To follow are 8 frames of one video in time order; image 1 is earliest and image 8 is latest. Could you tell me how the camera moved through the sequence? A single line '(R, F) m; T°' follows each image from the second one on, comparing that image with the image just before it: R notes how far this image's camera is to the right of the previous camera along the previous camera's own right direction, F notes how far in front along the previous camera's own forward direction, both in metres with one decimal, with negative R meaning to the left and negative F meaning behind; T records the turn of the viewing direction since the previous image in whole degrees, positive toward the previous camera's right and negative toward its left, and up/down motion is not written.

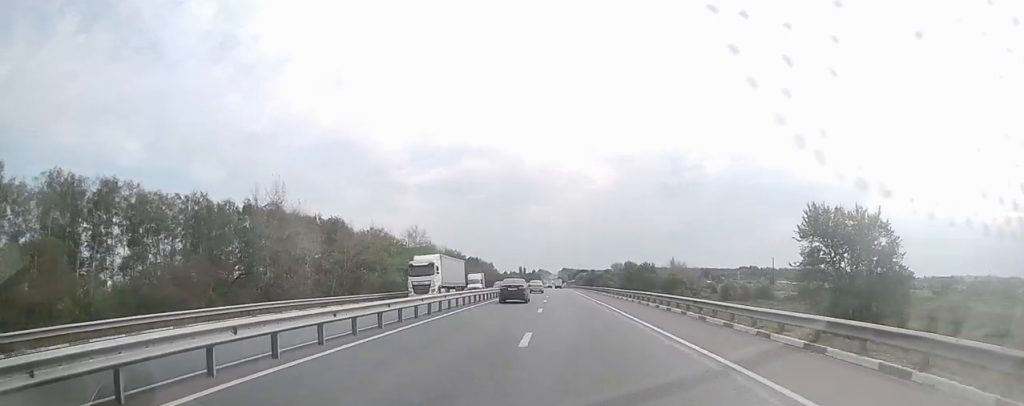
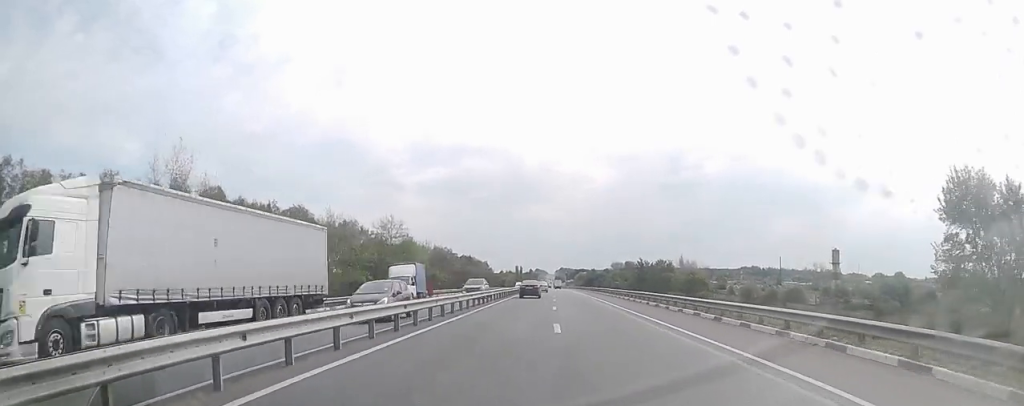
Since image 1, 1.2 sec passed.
(+0.2, +20.9) m; +1°
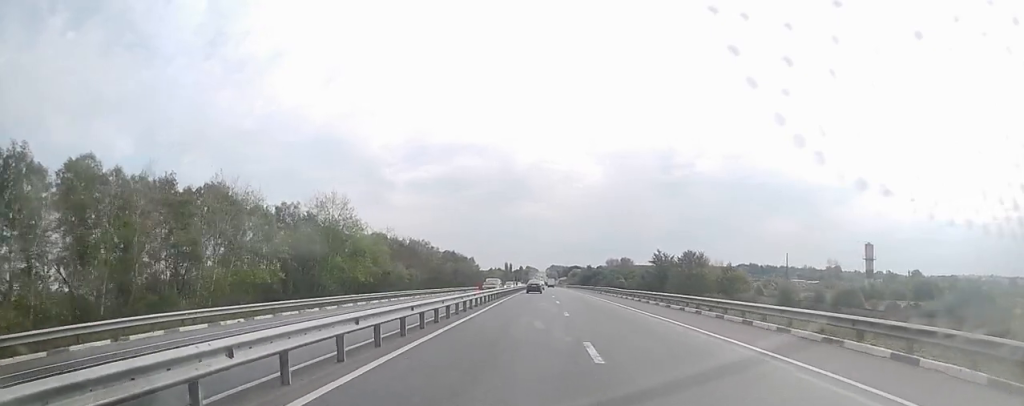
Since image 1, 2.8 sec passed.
(-0.2, +29.3) m; 0°
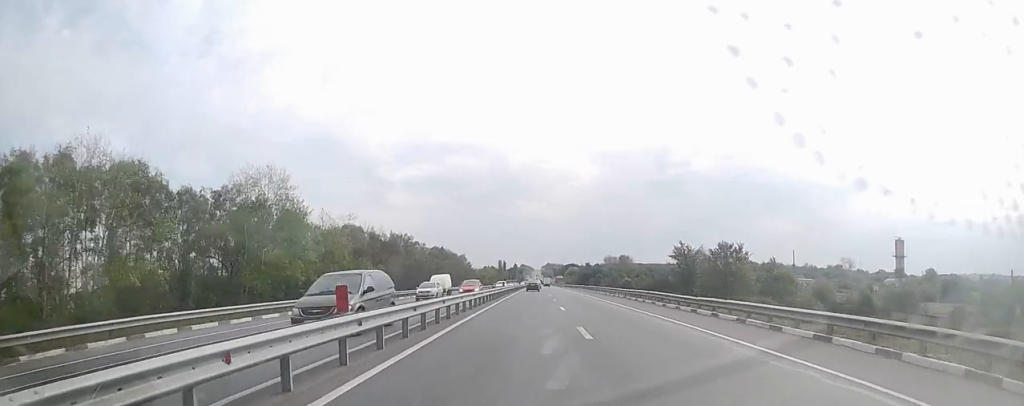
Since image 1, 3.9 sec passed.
(+0.5, +20.2) m; +1°
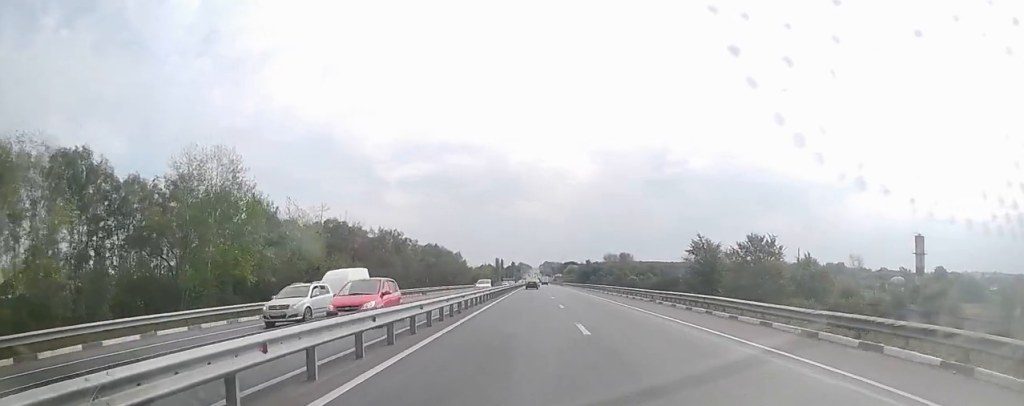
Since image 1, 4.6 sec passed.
(-0.3, +11.2) m; 0°
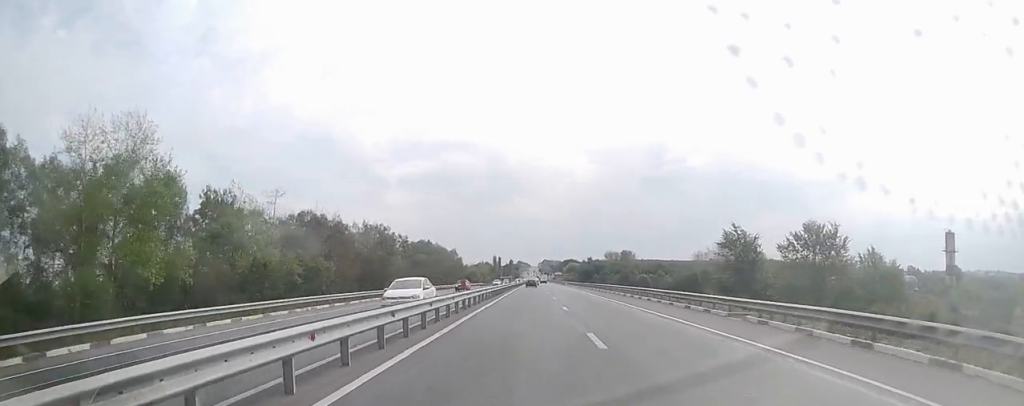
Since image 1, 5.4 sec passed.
(+0.4, +14.8) m; +1°
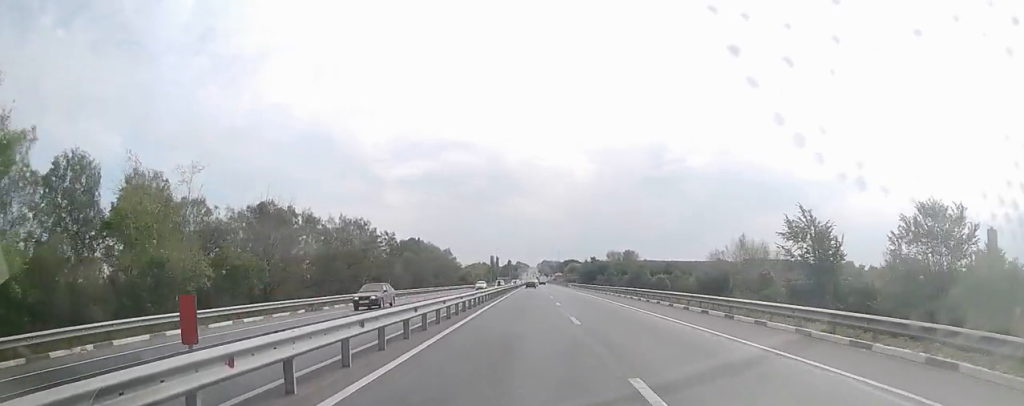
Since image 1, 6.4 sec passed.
(-0.1, +18.2) m; -1°
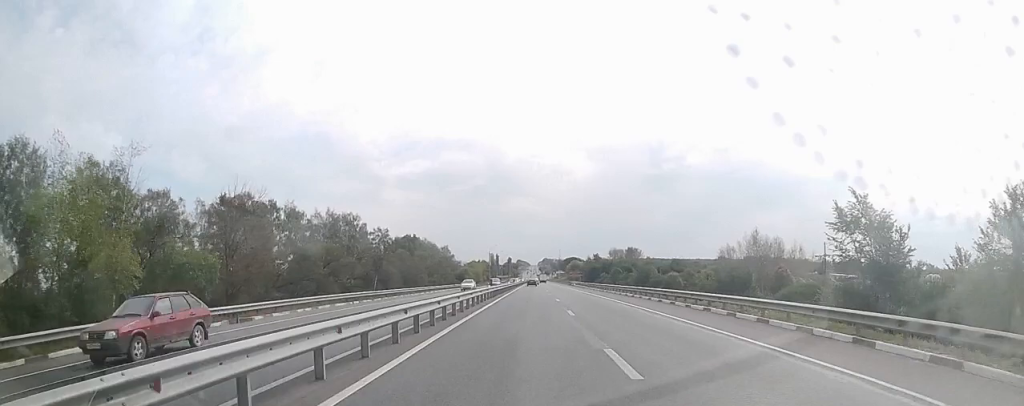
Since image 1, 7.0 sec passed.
(-0.1, +9.2) m; 0°
